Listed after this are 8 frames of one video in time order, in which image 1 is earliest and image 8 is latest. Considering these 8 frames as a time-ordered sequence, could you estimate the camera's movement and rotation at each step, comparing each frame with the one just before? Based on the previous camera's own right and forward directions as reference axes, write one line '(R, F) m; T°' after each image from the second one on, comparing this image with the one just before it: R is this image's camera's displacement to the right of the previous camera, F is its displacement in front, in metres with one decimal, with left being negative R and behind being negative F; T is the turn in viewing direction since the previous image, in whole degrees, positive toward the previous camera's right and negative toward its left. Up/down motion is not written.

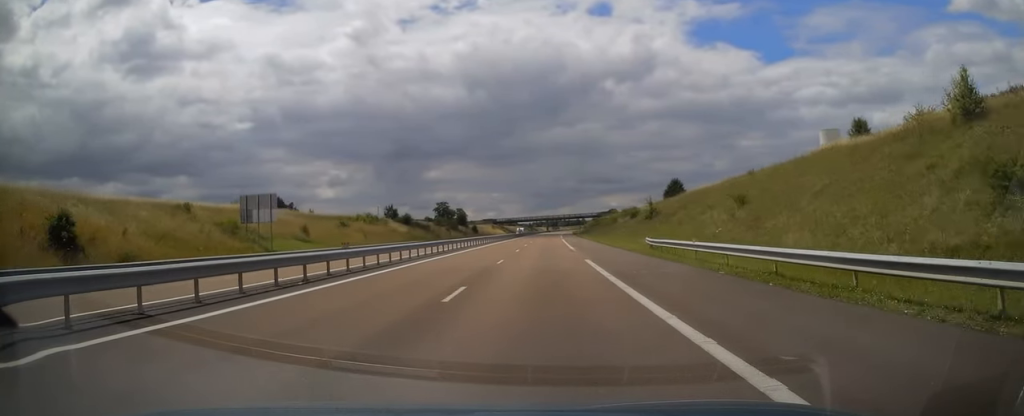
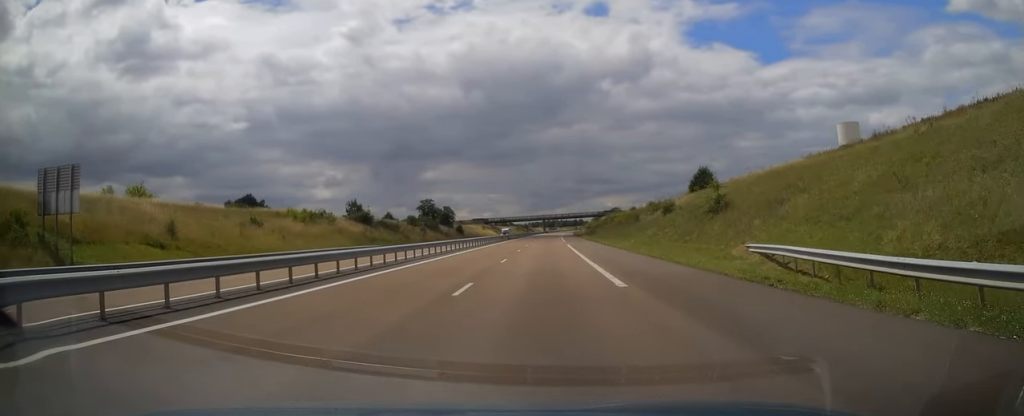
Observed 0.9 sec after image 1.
(+0.2, +25.1) m; 0°
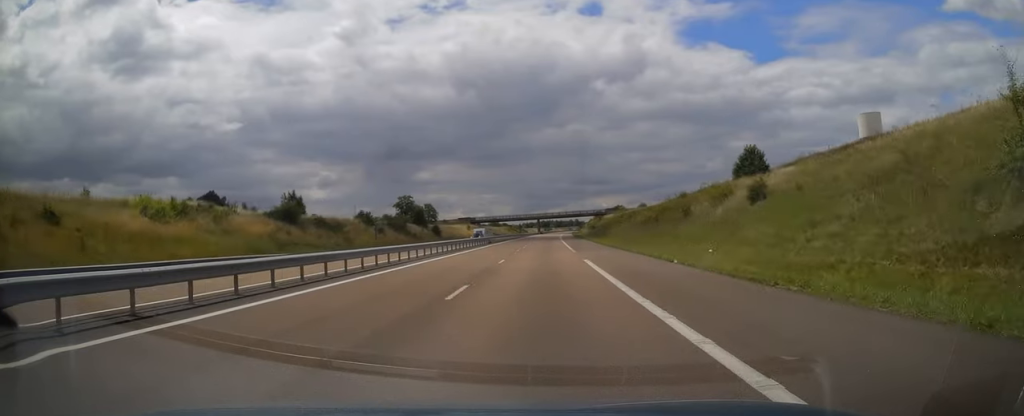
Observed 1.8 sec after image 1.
(-0.1, +27.1) m; 0°
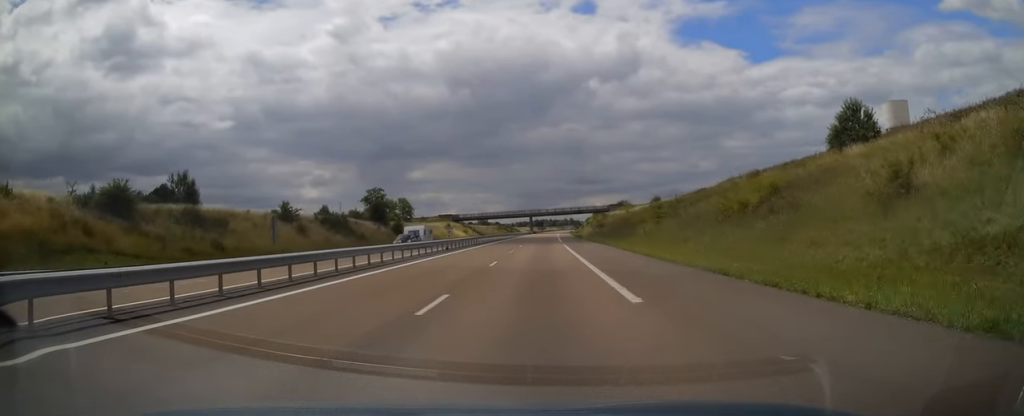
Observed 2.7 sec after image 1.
(+0.3, +28.6) m; +1°
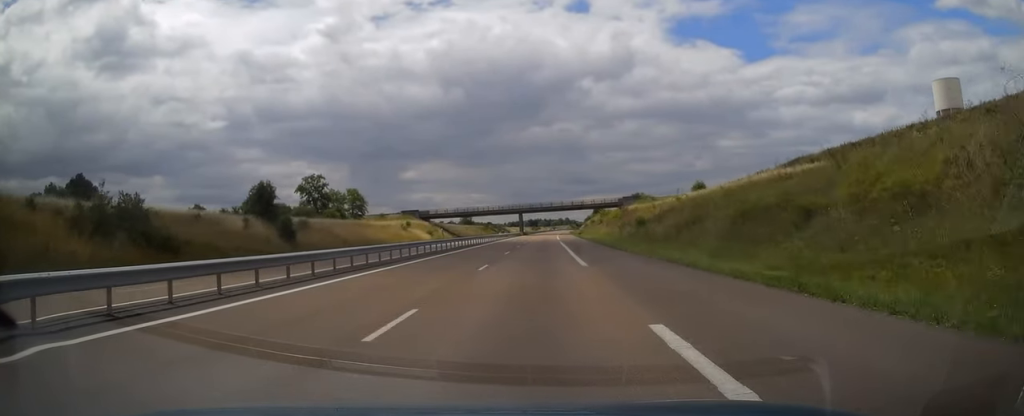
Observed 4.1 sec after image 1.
(+0.2, +41.8) m; +1°
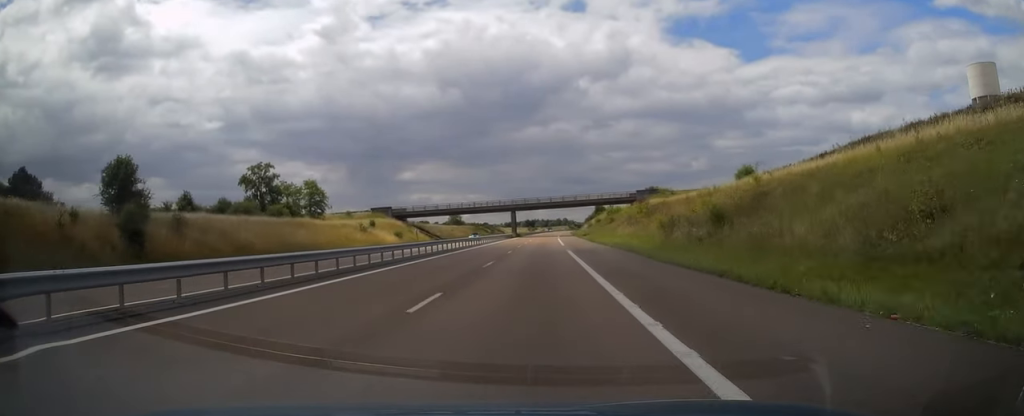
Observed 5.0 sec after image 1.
(+0.1, +23.6) m; 0°
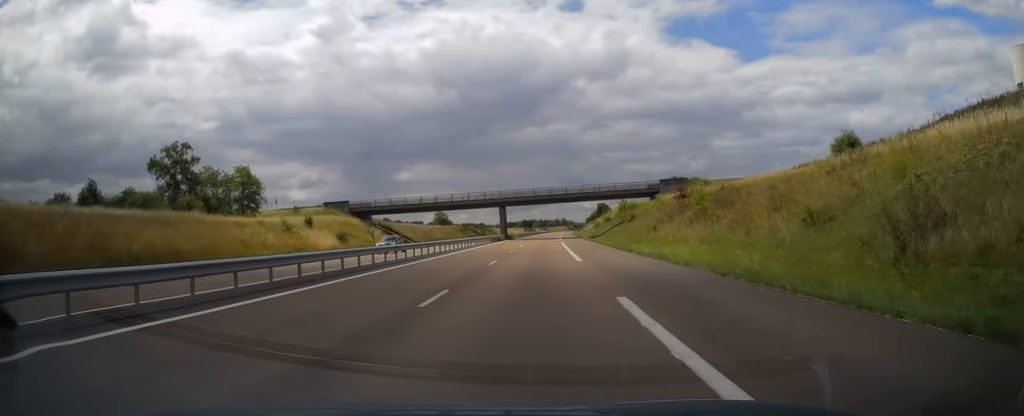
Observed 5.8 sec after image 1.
(0.0, +25.5) m; +1°
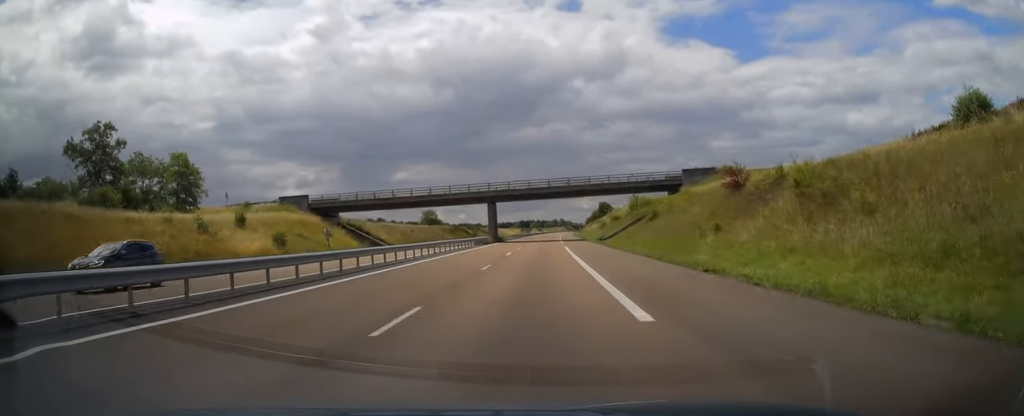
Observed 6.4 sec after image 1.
(+0.1, +16.1) m; 0°
